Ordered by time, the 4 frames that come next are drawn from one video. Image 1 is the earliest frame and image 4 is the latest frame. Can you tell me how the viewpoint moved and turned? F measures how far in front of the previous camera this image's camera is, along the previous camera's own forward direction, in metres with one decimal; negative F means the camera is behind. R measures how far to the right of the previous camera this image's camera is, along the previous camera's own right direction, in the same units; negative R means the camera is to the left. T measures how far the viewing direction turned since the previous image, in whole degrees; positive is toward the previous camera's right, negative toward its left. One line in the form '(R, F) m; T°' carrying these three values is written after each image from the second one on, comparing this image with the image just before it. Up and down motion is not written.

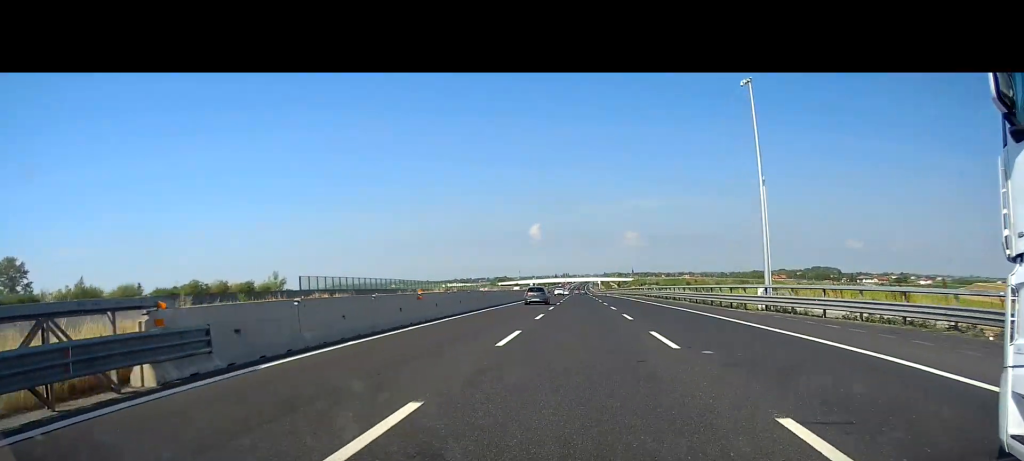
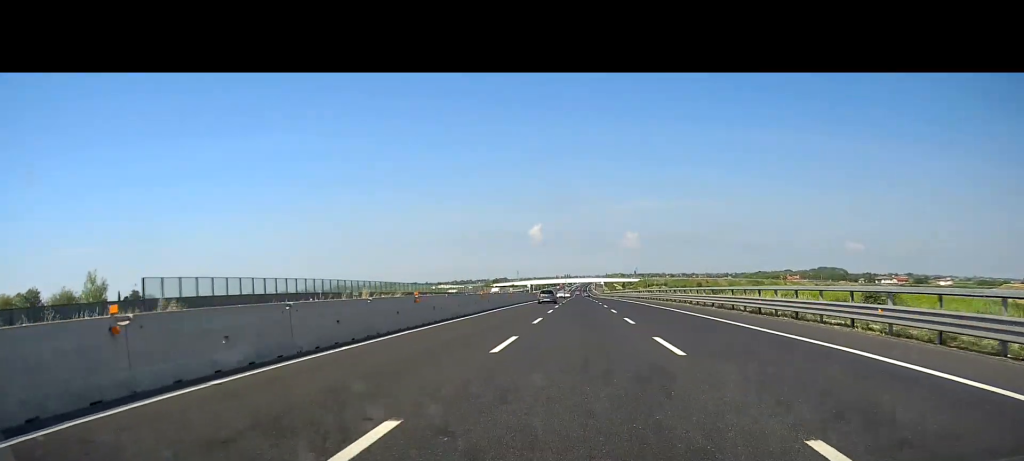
(0.0, +36.4) m; +1°
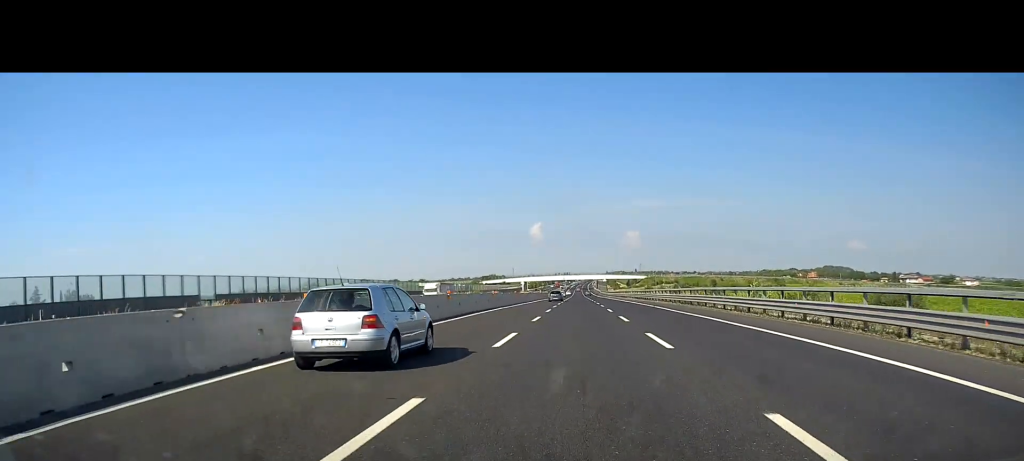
(-0.2, +46.5) m; 0°
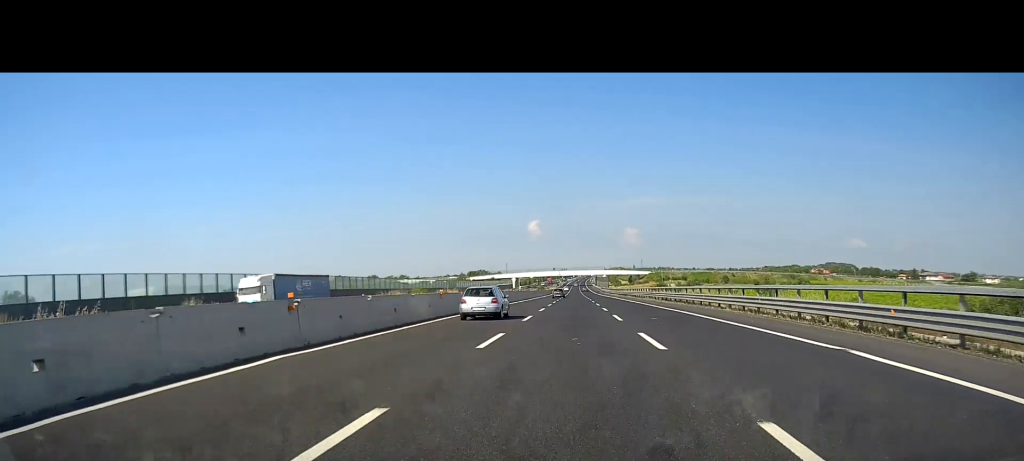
(+0.2, +36.7) m; 0°
